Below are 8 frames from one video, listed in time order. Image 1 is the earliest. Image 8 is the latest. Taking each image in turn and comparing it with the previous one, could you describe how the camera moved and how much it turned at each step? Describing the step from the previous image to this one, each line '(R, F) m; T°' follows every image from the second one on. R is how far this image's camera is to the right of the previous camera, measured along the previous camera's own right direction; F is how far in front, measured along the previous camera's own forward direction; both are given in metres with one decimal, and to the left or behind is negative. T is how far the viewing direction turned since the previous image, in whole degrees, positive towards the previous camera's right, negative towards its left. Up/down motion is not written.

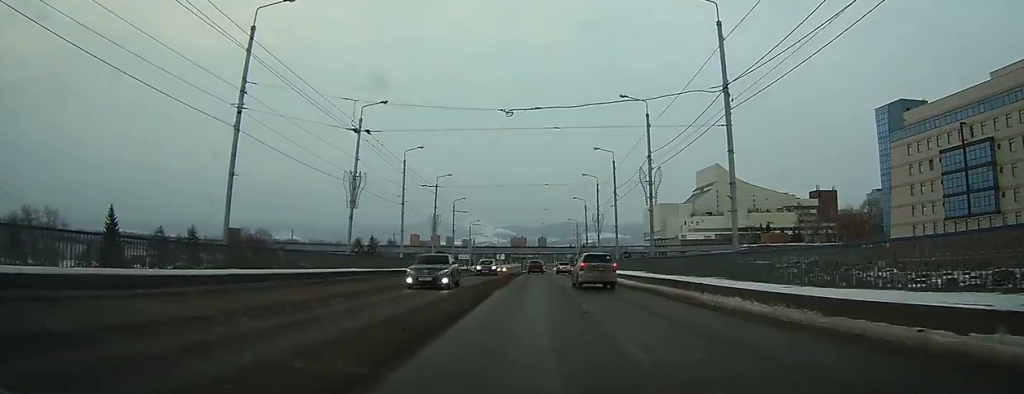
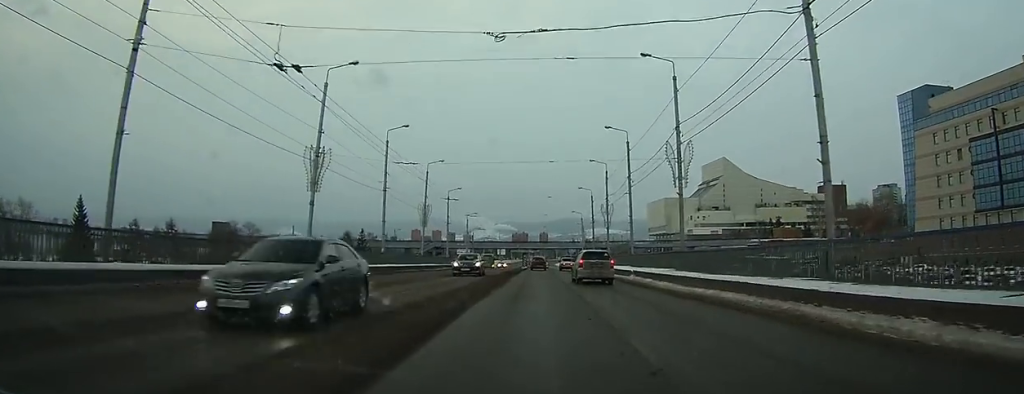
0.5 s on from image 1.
(0.0, +8.2) m; 0°
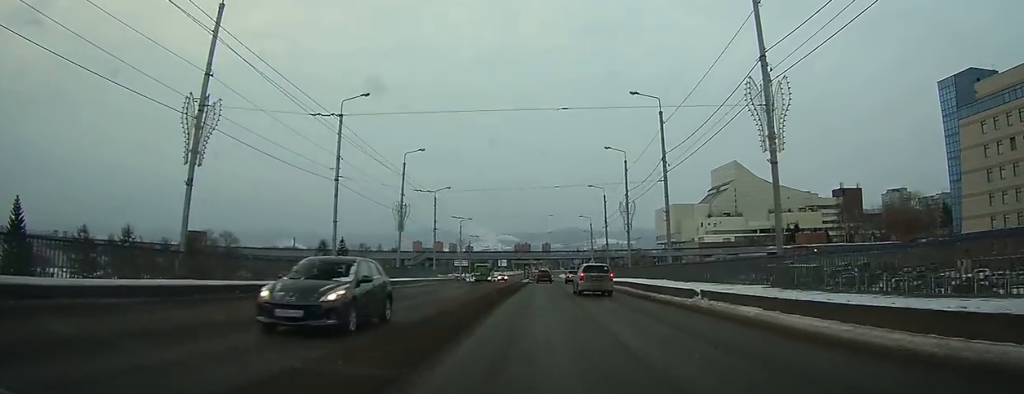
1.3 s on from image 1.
(0.0, +13.6) m; 0°
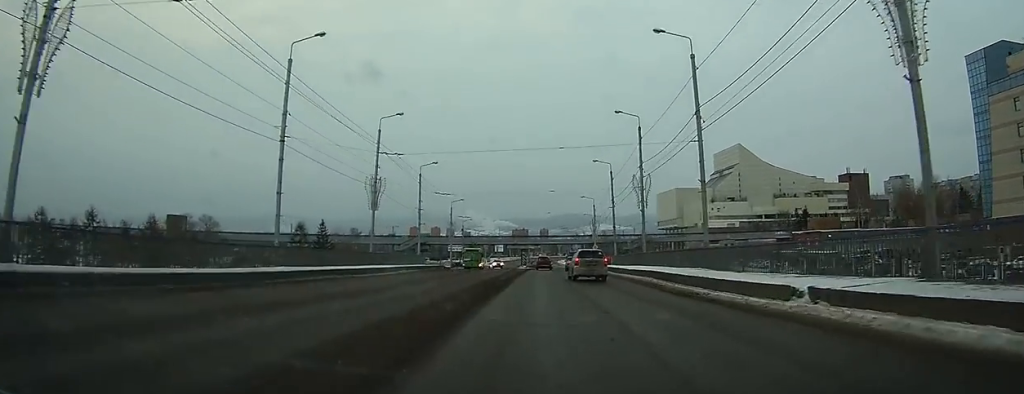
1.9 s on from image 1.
(0.0, +8.7) m; 0°
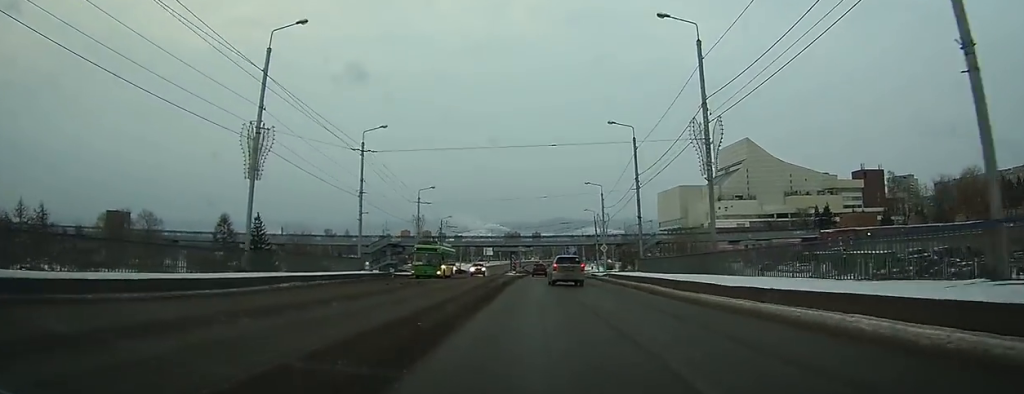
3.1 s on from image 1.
(-0.1, +20.7) m; 0°
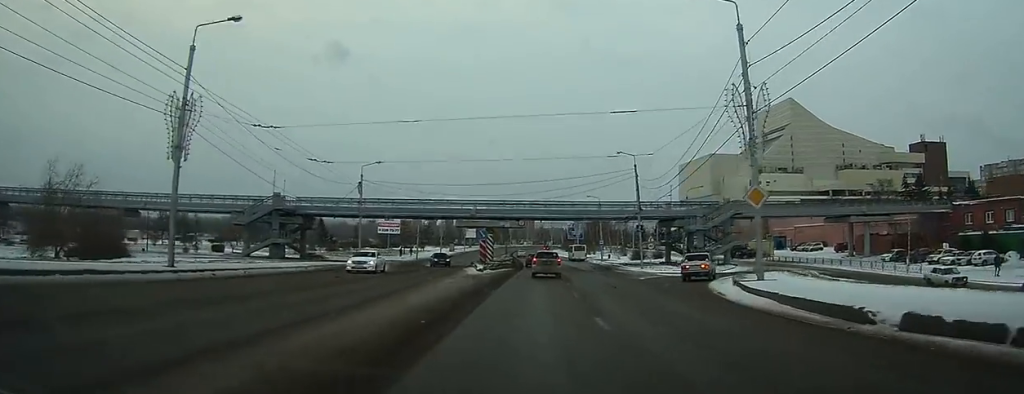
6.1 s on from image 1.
(+1.7, +59.4) m; +3°
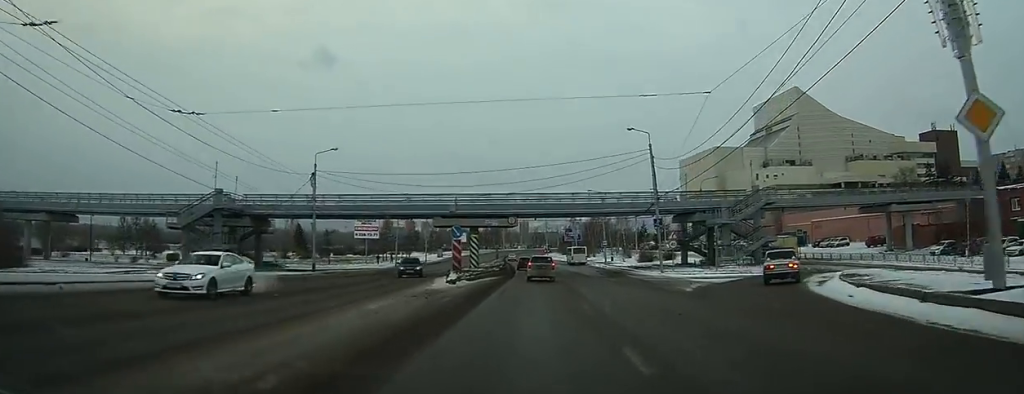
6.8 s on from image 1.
(+0.1, +14.5) m; 0°
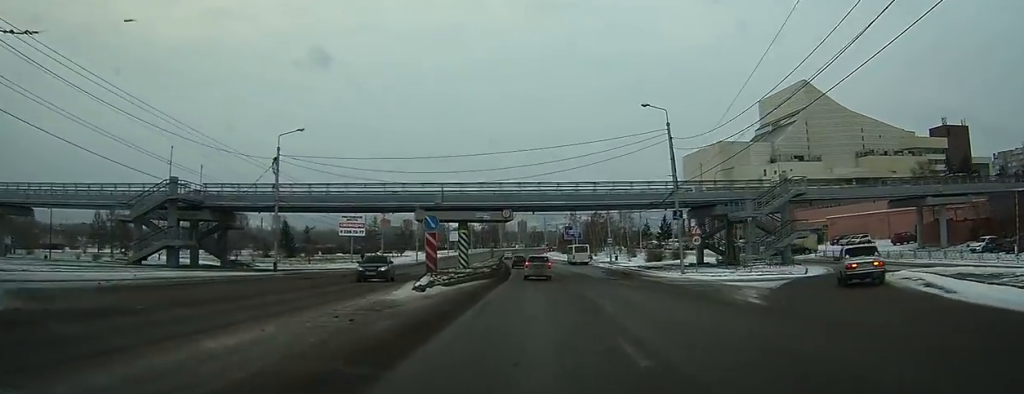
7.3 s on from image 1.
(0.0, +8.8) m; 0°
